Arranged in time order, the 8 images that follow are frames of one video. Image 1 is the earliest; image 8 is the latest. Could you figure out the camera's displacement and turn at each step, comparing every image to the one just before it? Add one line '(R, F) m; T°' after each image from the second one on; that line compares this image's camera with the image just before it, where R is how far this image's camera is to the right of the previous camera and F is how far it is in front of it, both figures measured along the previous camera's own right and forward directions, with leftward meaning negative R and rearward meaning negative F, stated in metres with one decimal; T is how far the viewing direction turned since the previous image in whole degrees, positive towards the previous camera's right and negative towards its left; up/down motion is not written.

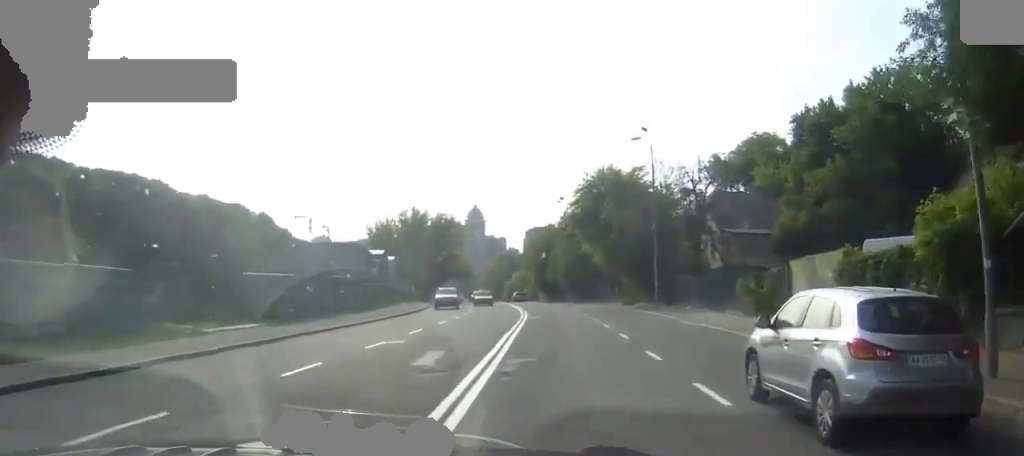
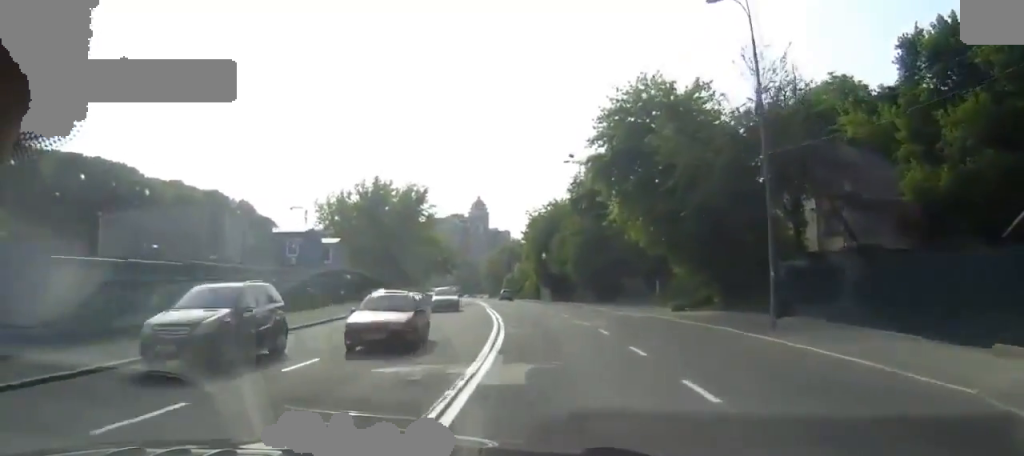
(+0.2, +22.8) m; 0°
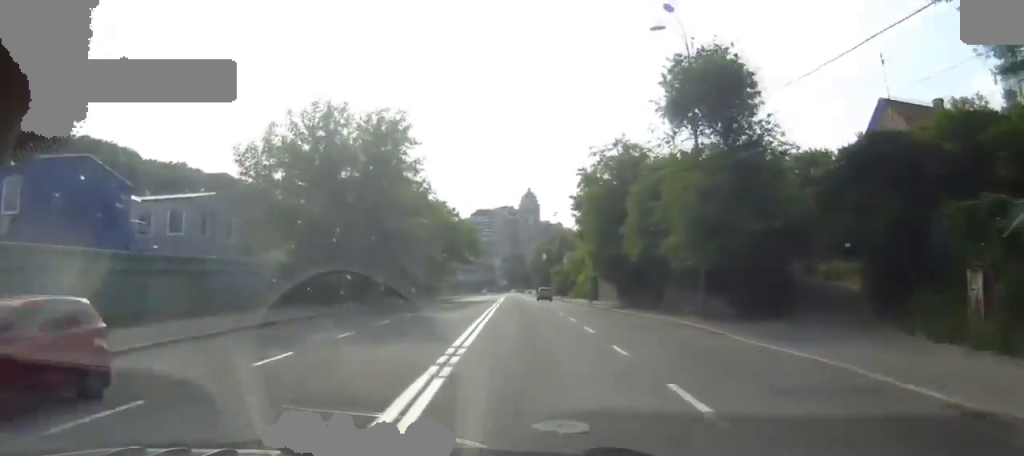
(-0.3, +30.4) m; -3°
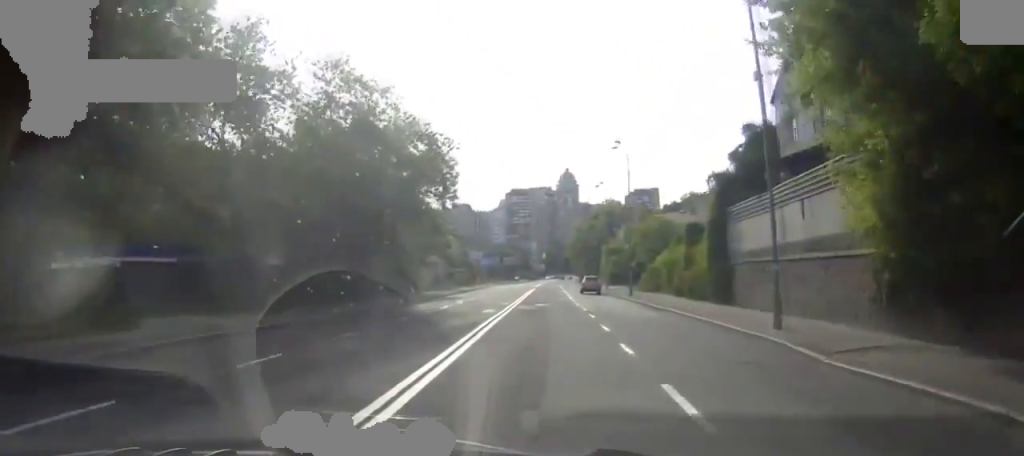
(-2.5, +42.8) m; -5°
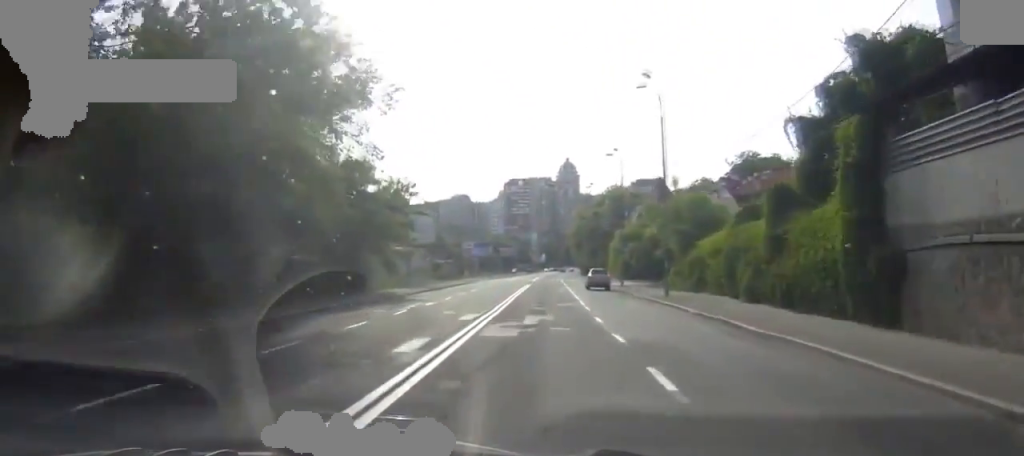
(-0.1, +17.4) m; -1°
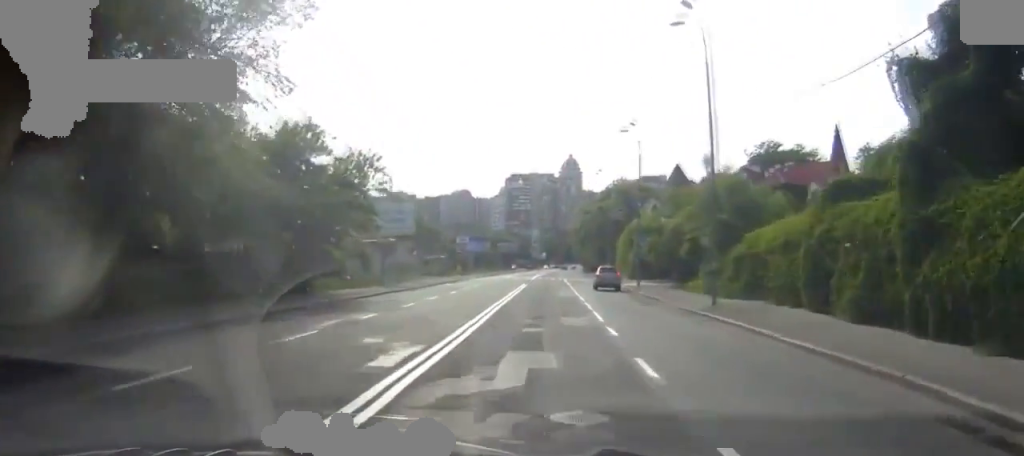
(-0.1, +11.6) m; 0°
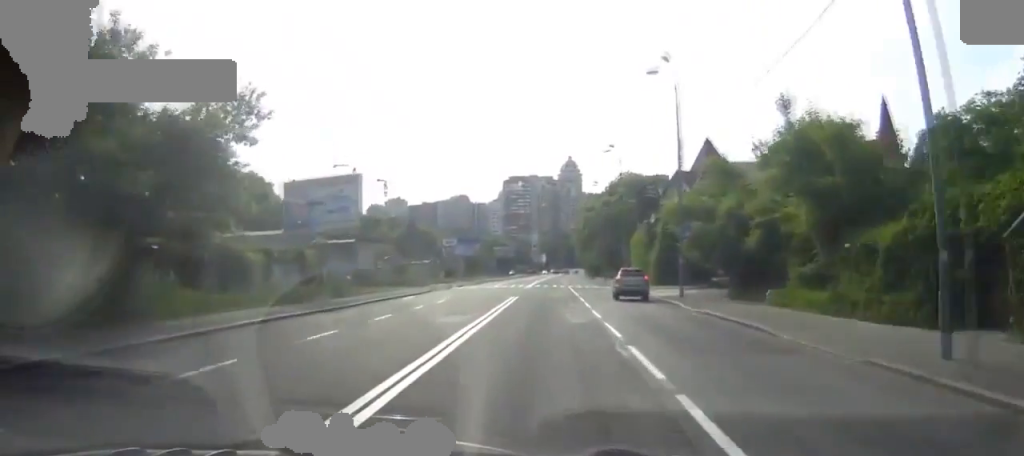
(0.0, +15.9) m; 0°
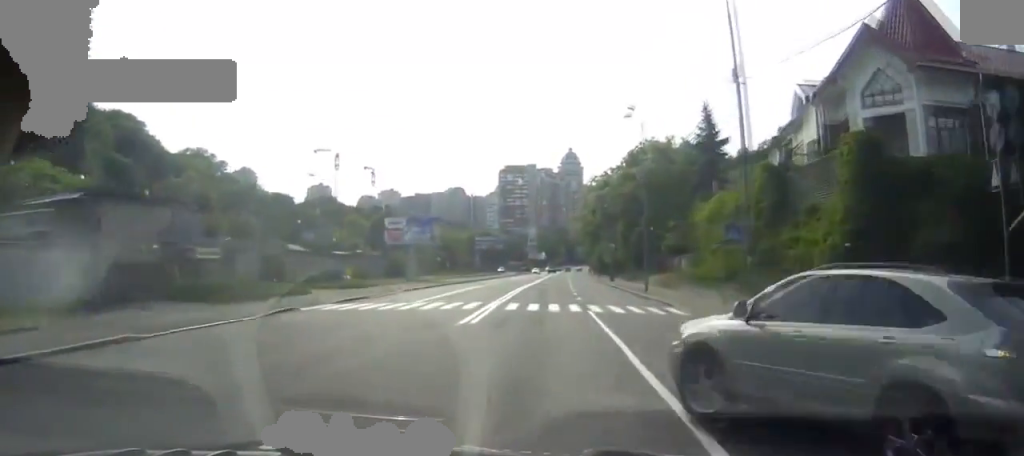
(+0.3, +34.1) m; 0°
